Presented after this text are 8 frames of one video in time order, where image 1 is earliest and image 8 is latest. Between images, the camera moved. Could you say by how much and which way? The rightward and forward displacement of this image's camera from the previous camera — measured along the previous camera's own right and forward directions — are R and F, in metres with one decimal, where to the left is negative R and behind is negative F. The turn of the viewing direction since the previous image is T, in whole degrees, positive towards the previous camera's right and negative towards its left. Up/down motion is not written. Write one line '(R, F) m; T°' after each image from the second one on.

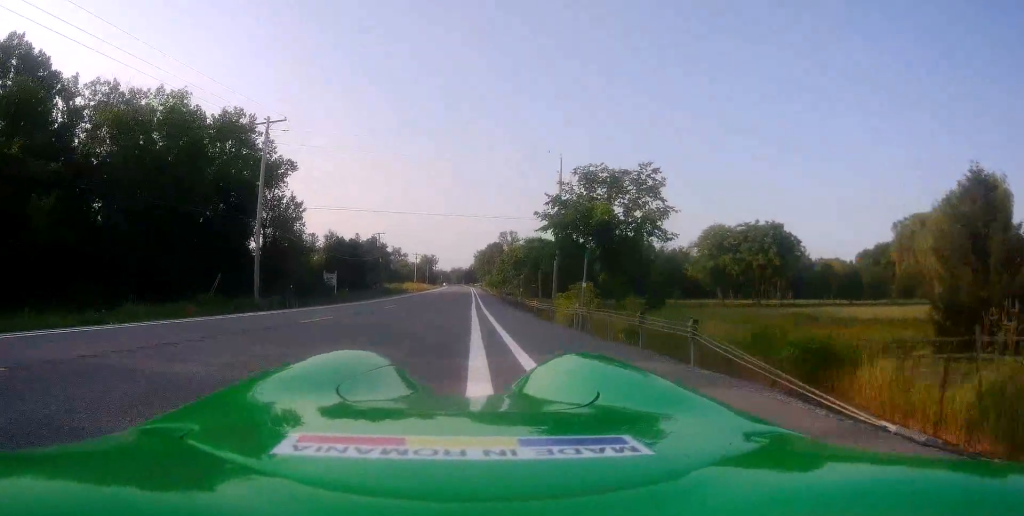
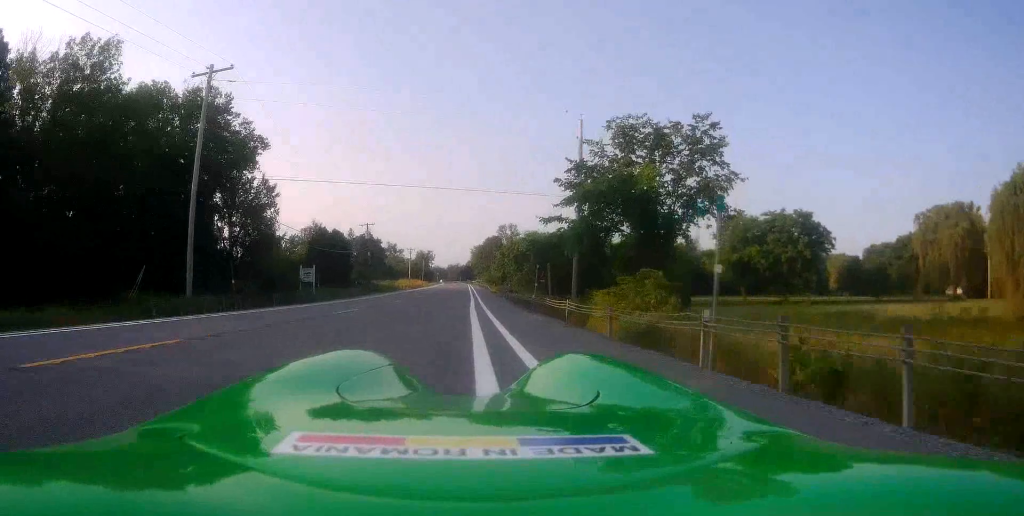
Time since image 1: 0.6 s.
(-0.1, +8.4) m; 0°
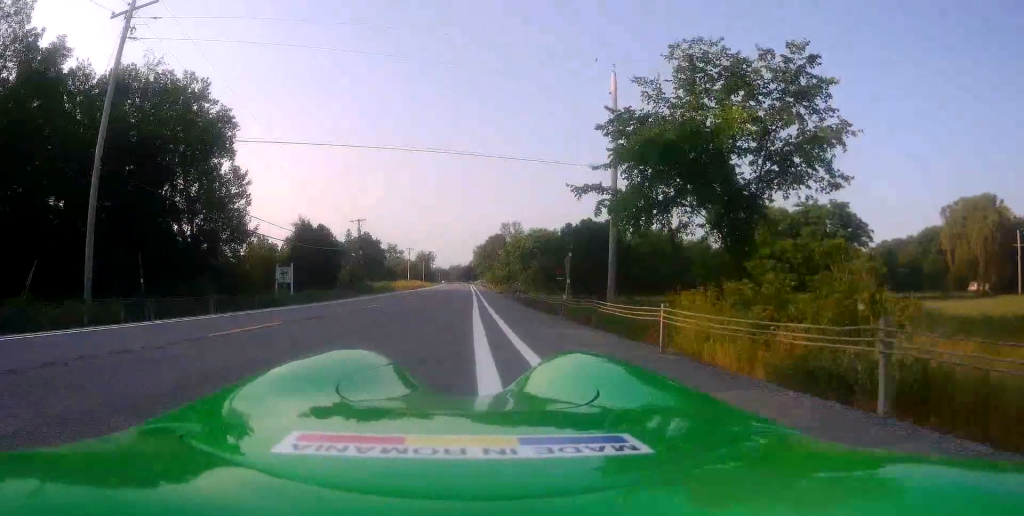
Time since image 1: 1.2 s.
(+0.2, +8.3) m; 0°
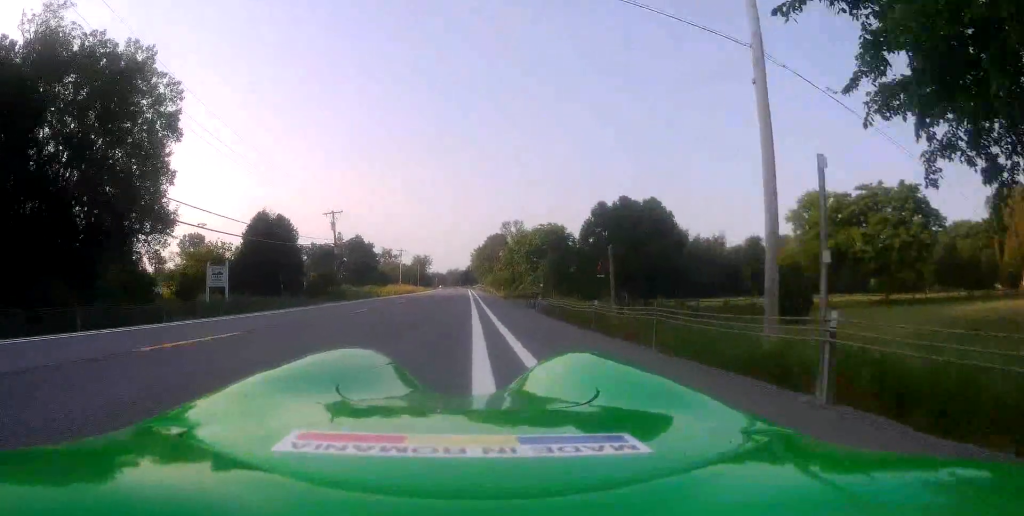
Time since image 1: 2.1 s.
(-0.1, +13.7) m; -1°
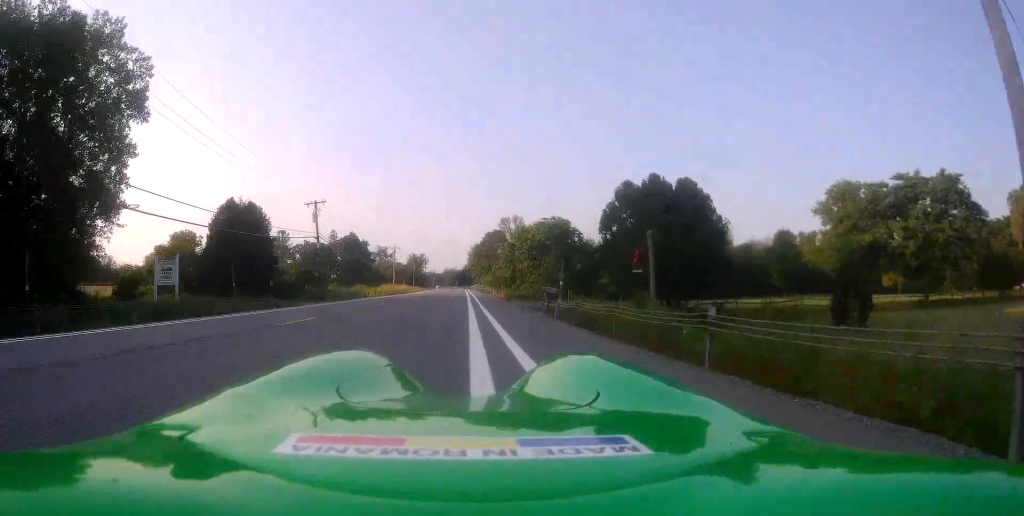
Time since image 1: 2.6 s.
(0.0, +6.5) m; 0°
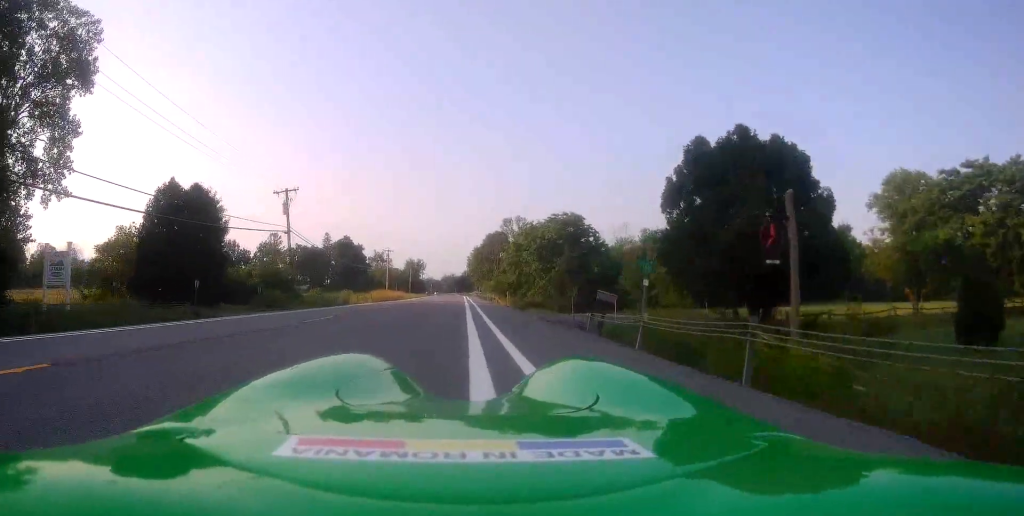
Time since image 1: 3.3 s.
(-0.1, +9.9) m; +1°
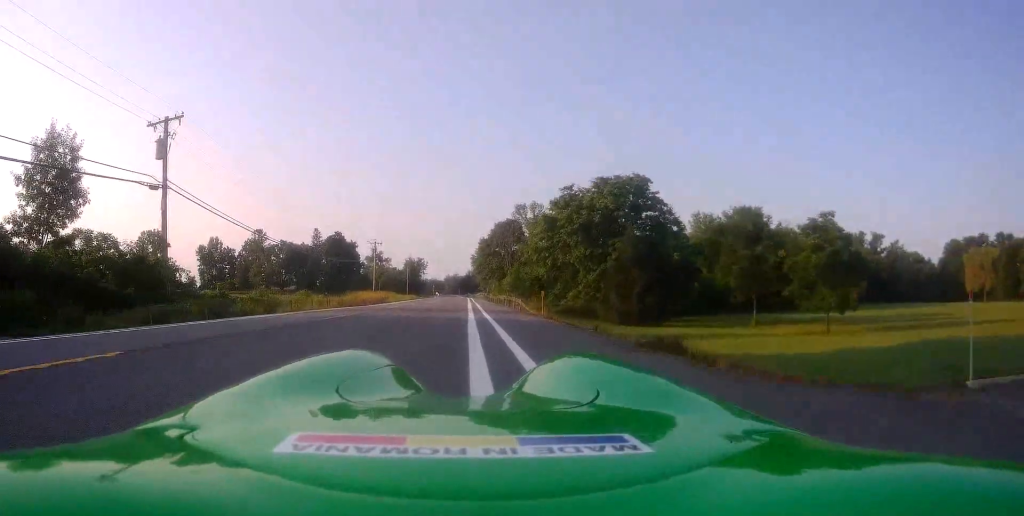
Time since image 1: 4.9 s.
(+0.7, +22.5) m; +1°
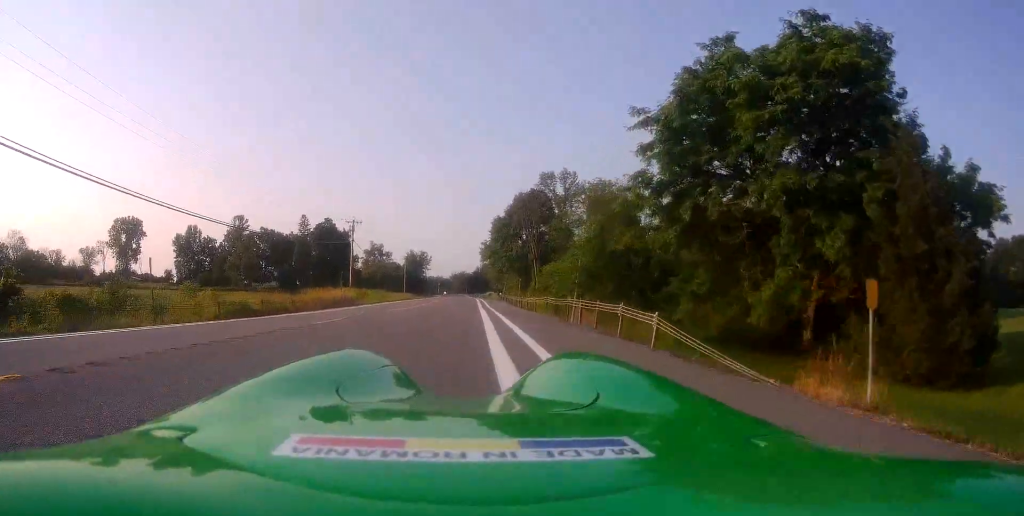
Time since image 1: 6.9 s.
(-0.6, +26.3) m; -1°
